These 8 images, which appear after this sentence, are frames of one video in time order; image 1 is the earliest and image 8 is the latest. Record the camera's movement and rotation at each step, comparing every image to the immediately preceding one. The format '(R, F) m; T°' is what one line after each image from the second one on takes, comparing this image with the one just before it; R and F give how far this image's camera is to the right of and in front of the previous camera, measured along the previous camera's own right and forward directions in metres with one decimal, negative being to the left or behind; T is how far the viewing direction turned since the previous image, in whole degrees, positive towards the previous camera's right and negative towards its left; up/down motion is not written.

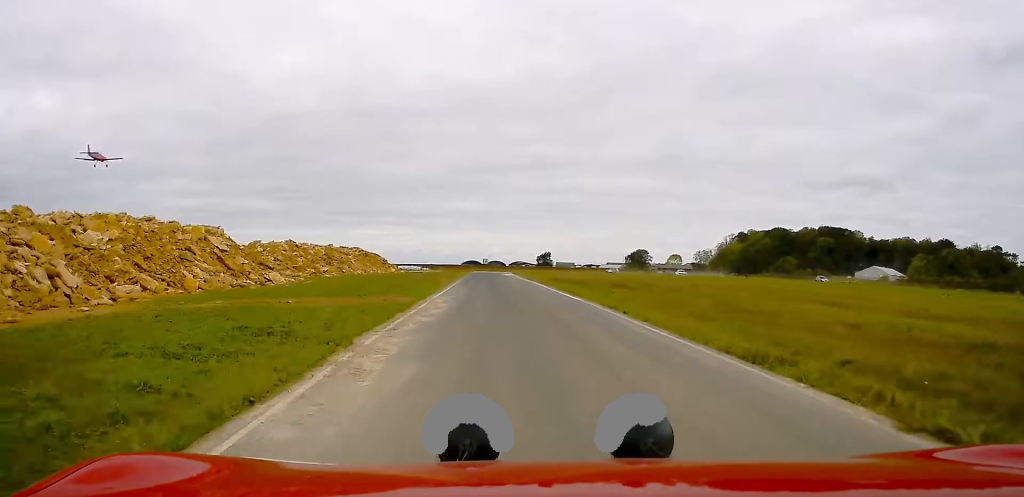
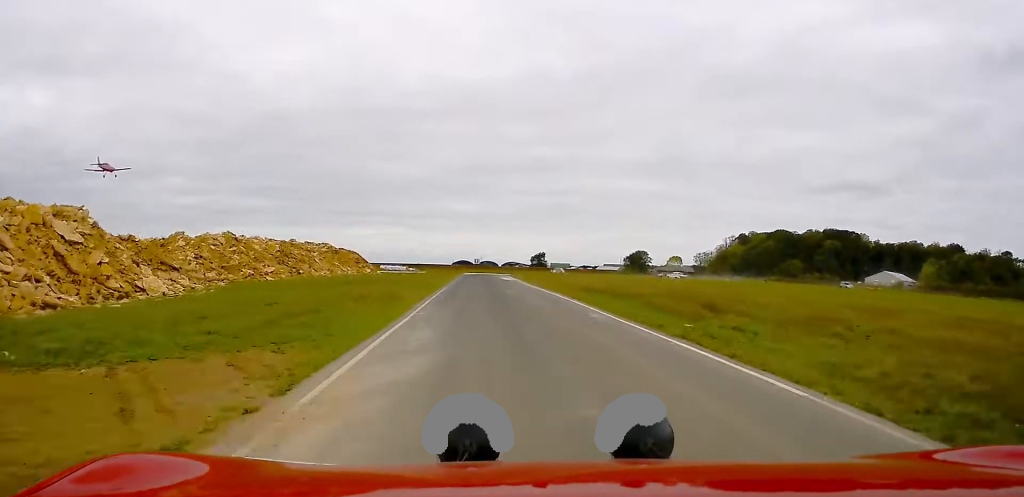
(0.0, +18.0) m; 0°
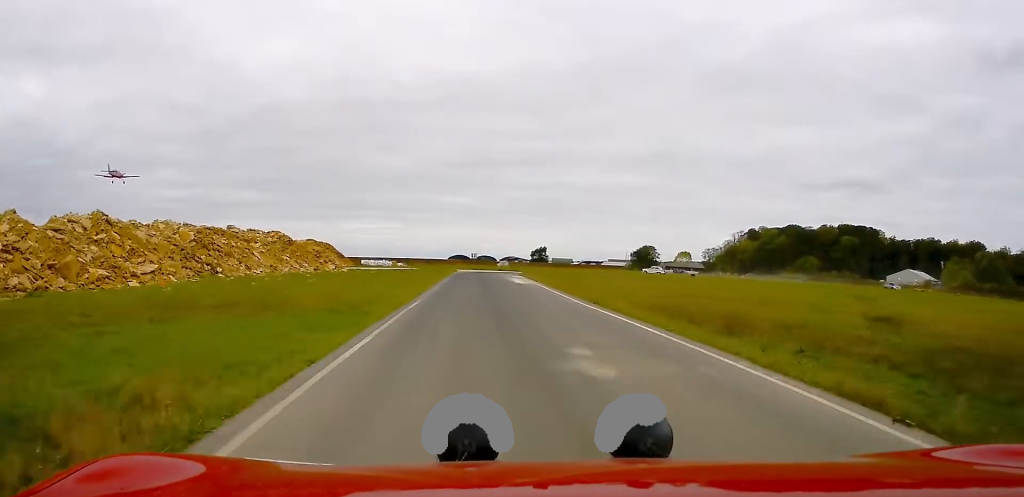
(+0.2, +21.5) m; +1°
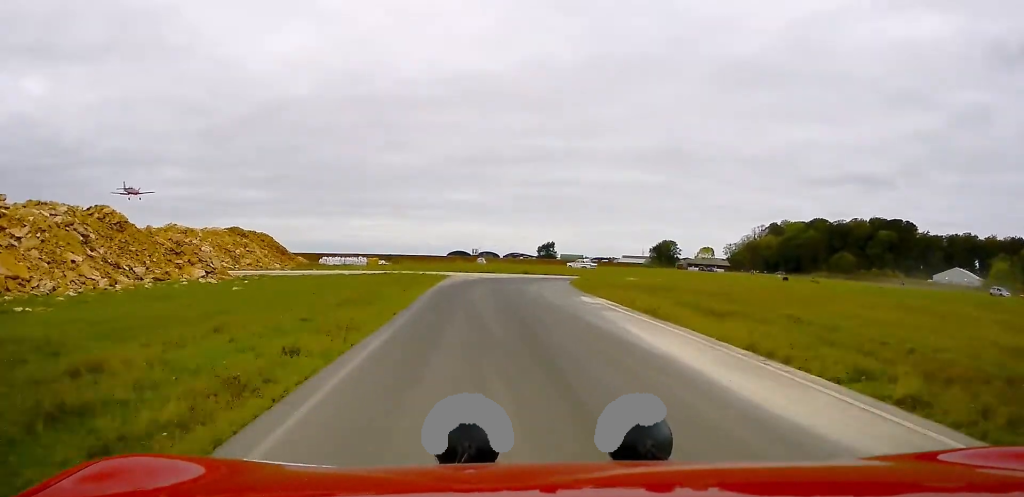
(0.0, +34.6) m; 0°
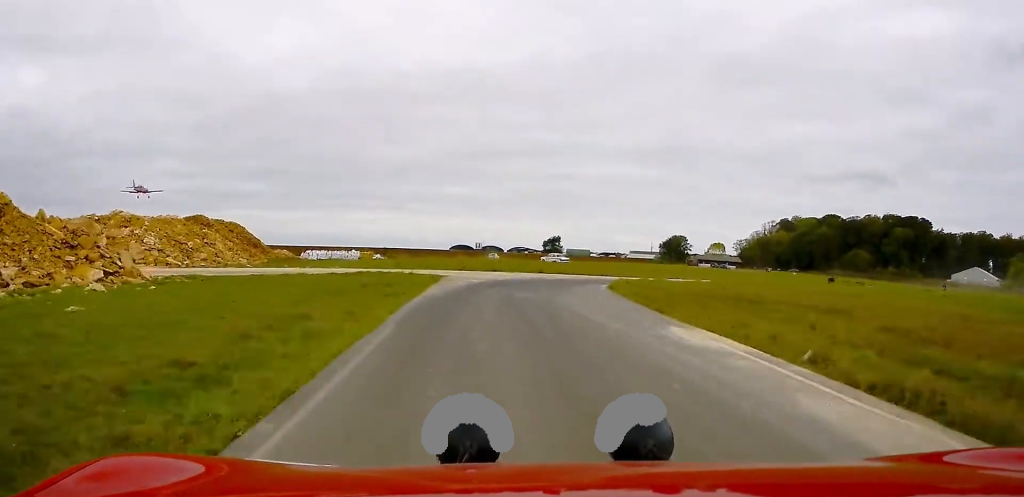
(0.0, +10.4) m; +1°
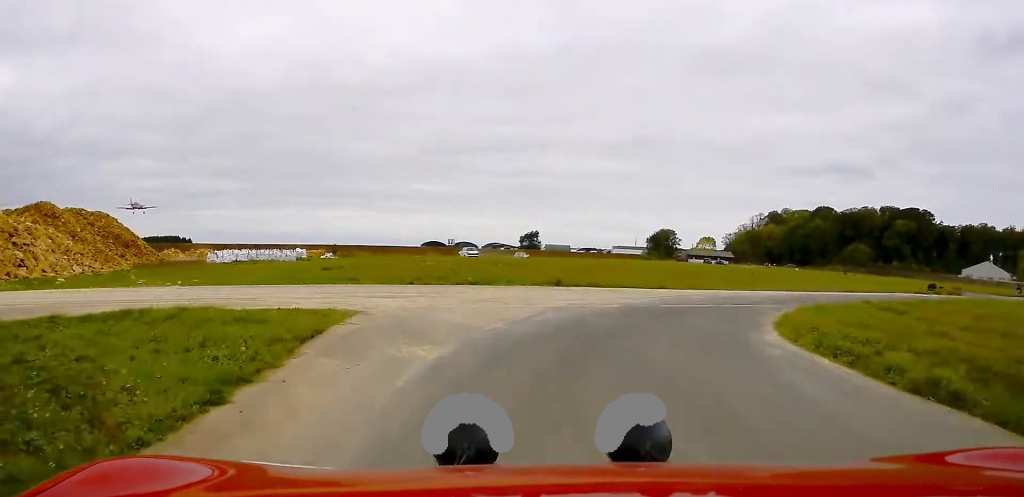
(+0.2, +20.4) m; +7°
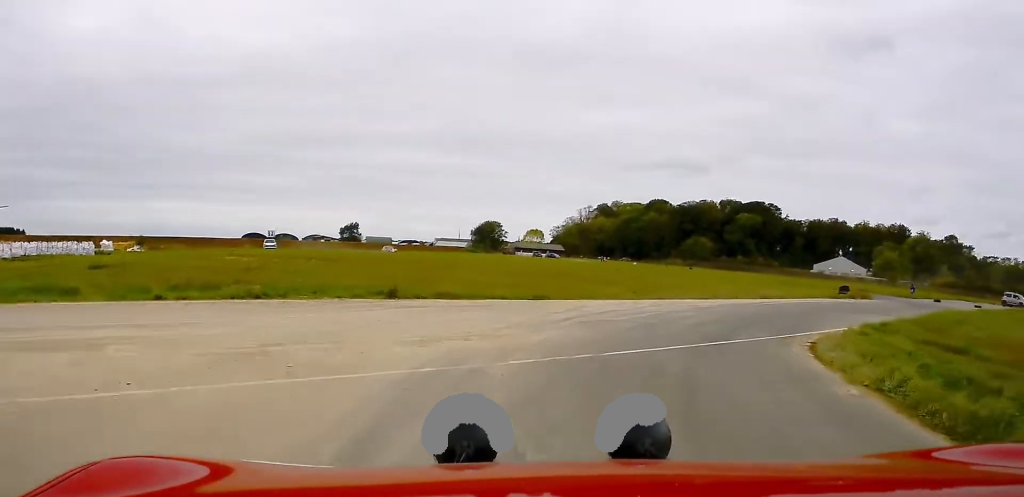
(+0.6, +9.7) m; +13°
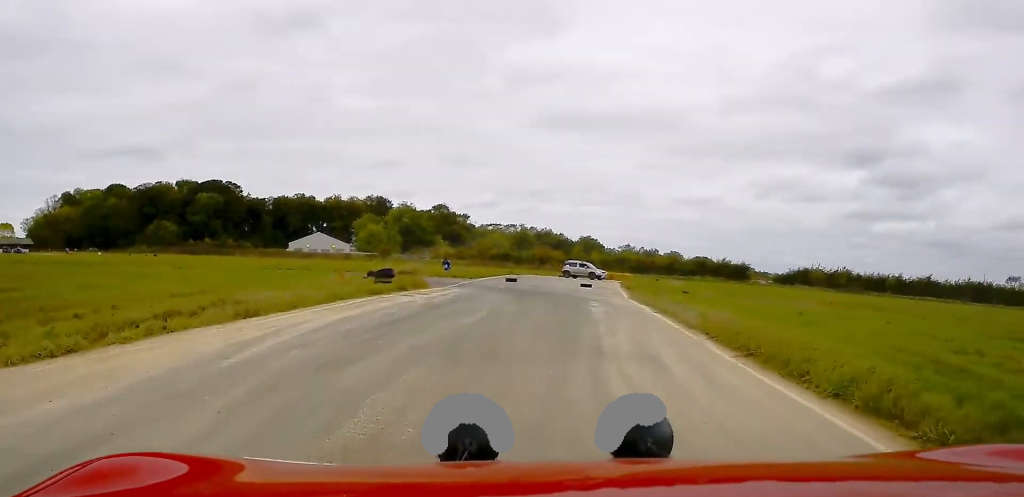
(+5.8, +20.2) m; +29°
